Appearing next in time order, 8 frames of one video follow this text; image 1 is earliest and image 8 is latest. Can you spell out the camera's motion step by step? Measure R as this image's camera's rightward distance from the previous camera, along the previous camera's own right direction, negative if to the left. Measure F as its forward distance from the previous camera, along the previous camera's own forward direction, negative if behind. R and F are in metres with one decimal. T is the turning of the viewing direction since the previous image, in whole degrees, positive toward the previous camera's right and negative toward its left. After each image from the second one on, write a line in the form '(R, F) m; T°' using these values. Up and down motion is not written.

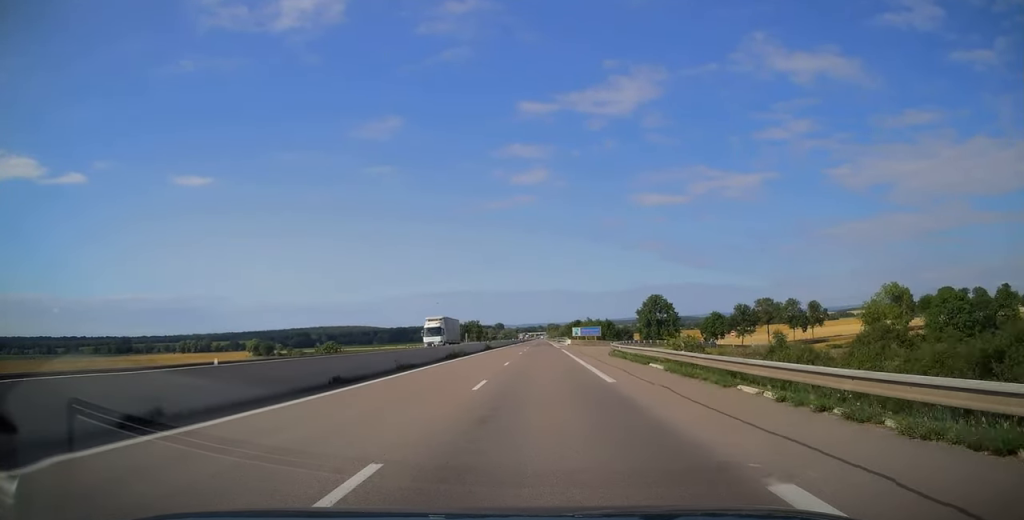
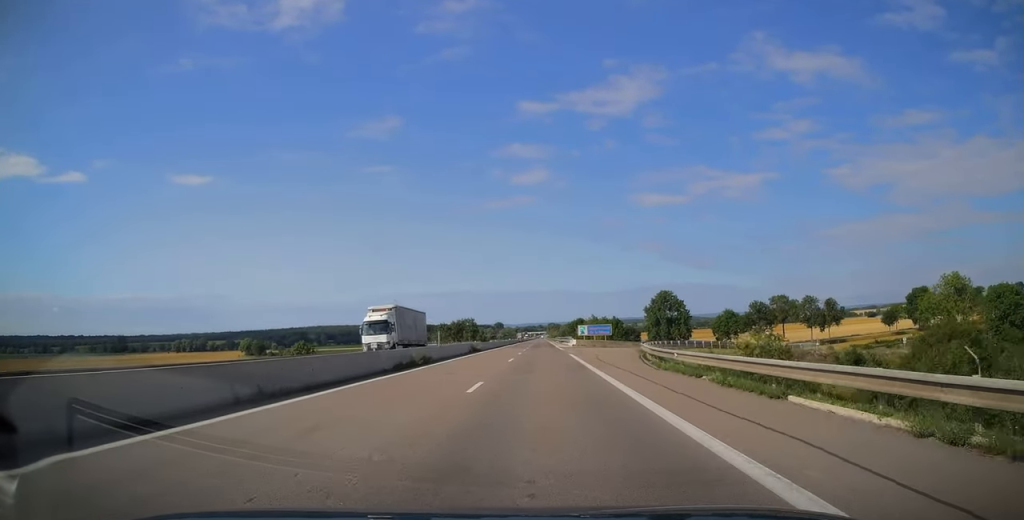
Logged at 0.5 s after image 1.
(0.0, +14.3) m; 0°
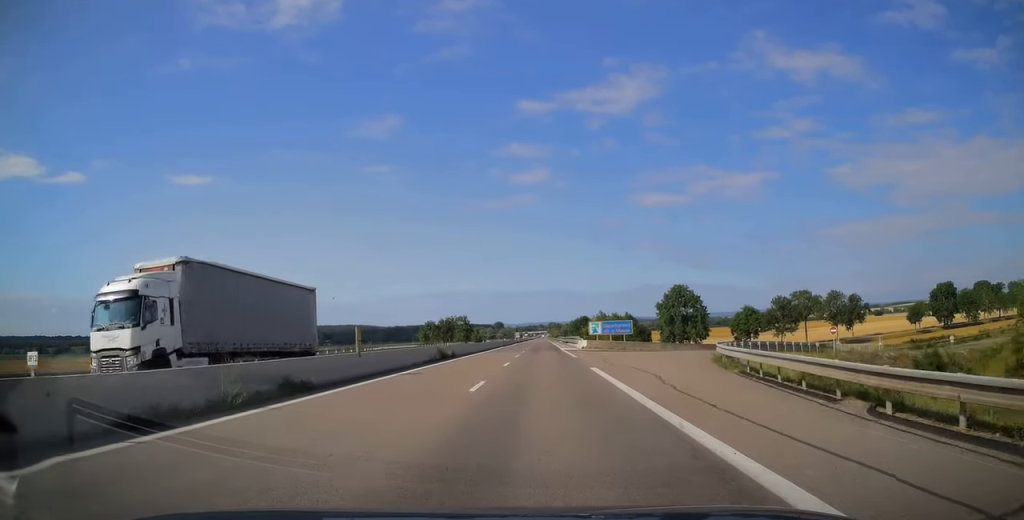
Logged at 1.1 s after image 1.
(0.0, +17.8) m; 0°
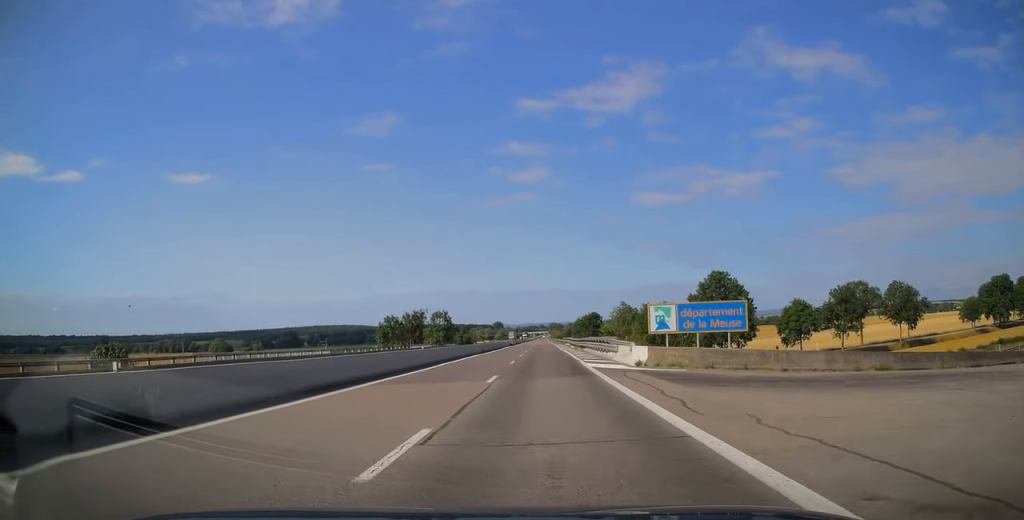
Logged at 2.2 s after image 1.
(+0.1, +34.5) m; 0°
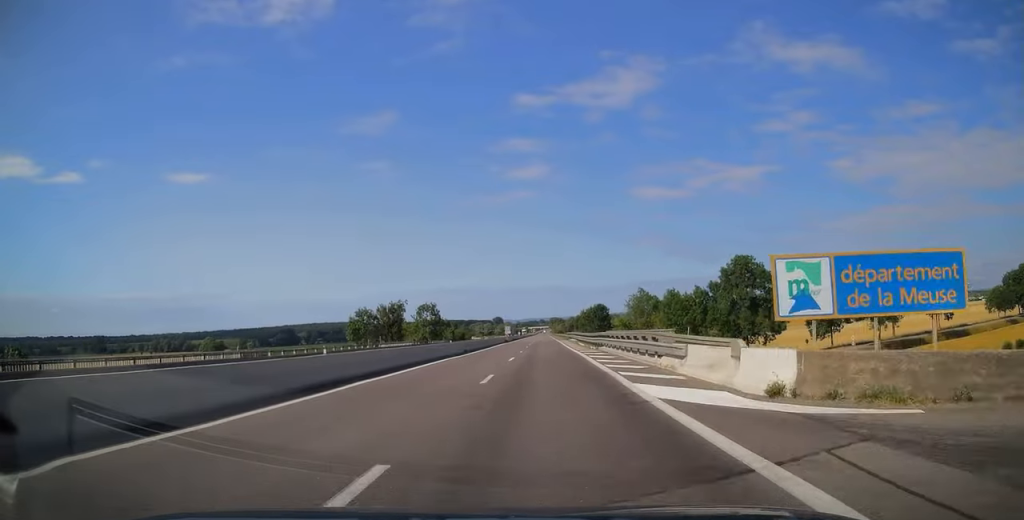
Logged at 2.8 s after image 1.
(0.0, +15.3) m; 0°
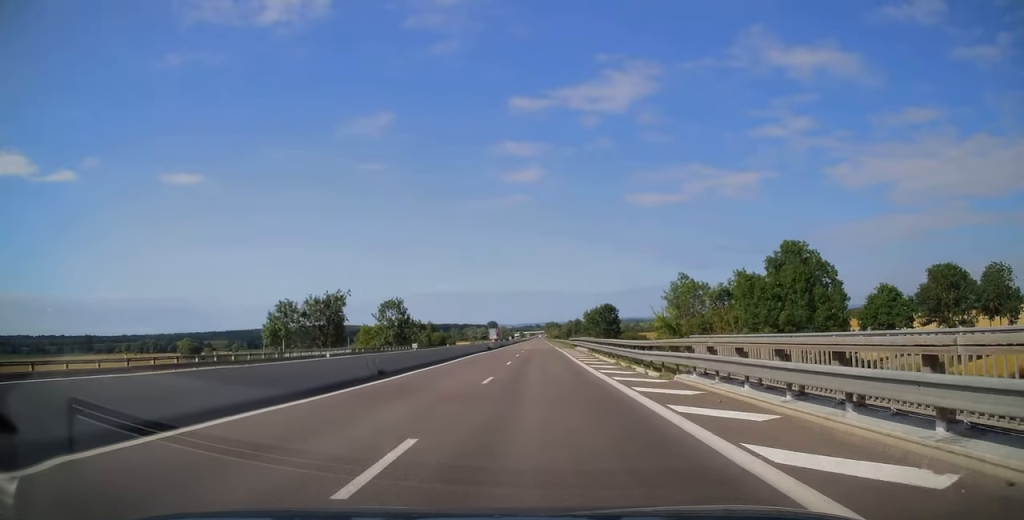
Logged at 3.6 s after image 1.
(0.0, +24.2) m; 0°
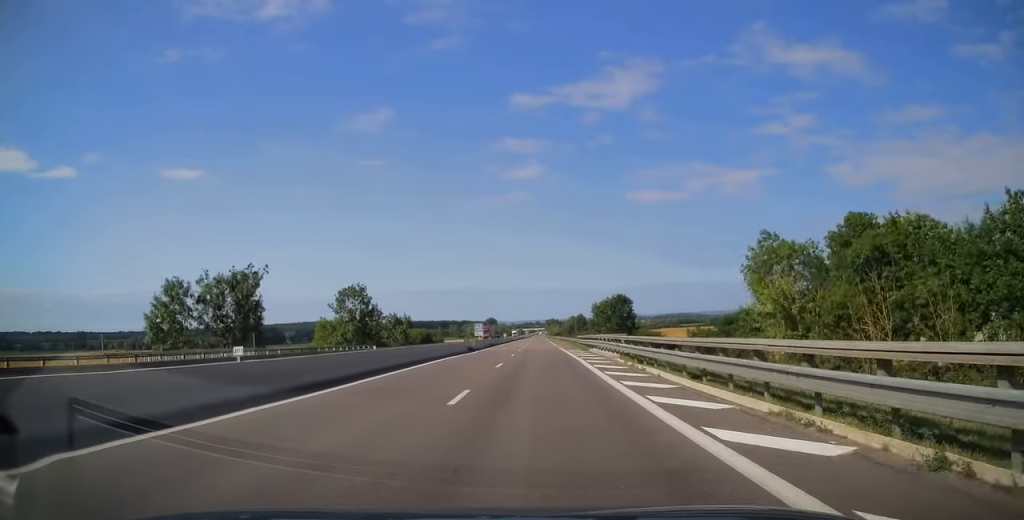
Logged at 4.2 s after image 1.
(0.0, +19.3) m; 0°
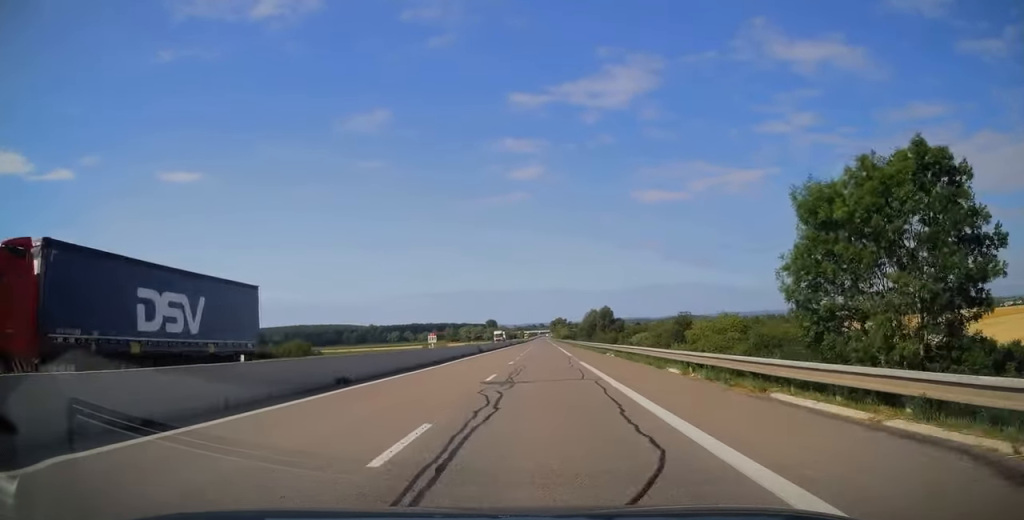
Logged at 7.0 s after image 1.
(+0.4, +80.8) m; 0°
